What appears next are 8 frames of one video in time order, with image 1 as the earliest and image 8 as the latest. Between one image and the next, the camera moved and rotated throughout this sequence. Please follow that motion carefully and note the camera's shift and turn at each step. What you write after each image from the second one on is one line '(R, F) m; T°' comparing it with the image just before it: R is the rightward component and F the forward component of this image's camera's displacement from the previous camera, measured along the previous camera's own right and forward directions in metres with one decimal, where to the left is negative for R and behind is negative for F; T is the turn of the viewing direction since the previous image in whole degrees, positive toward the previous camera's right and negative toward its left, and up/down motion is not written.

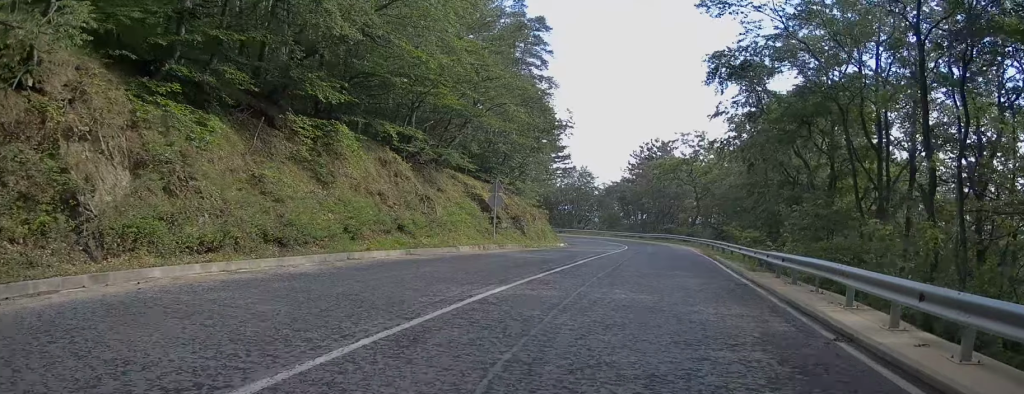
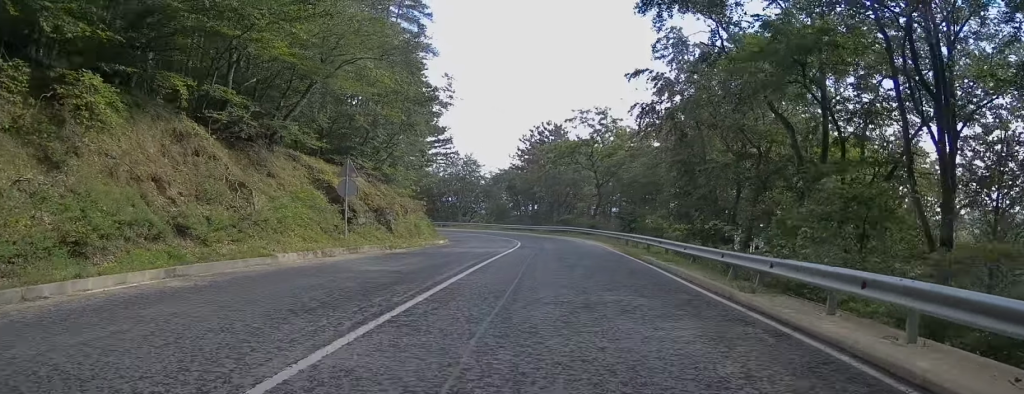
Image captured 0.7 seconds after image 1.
(+0.6, +7.9) m; +6°
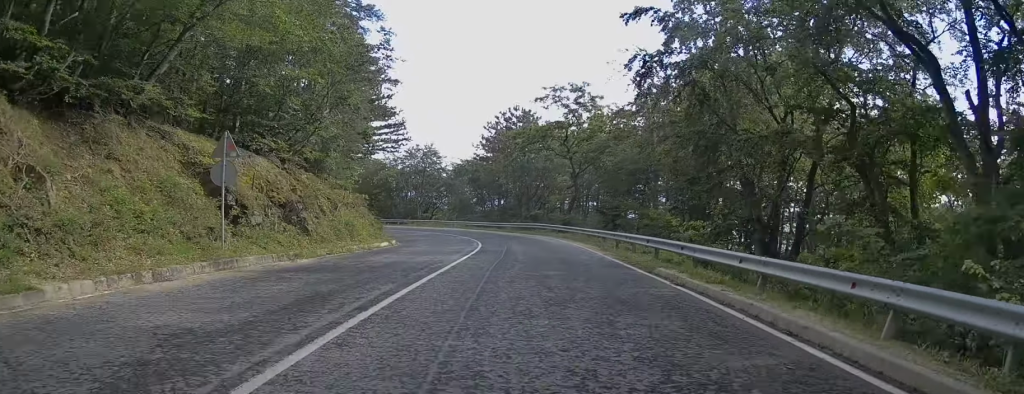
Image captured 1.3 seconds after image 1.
(+0.1, +7.5) m; +2°
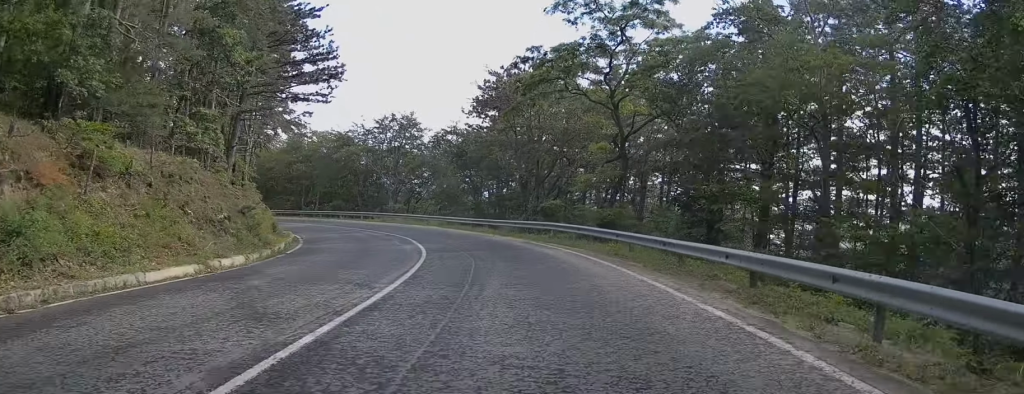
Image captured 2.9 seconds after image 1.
(+0.2, +20.3) m; -3°
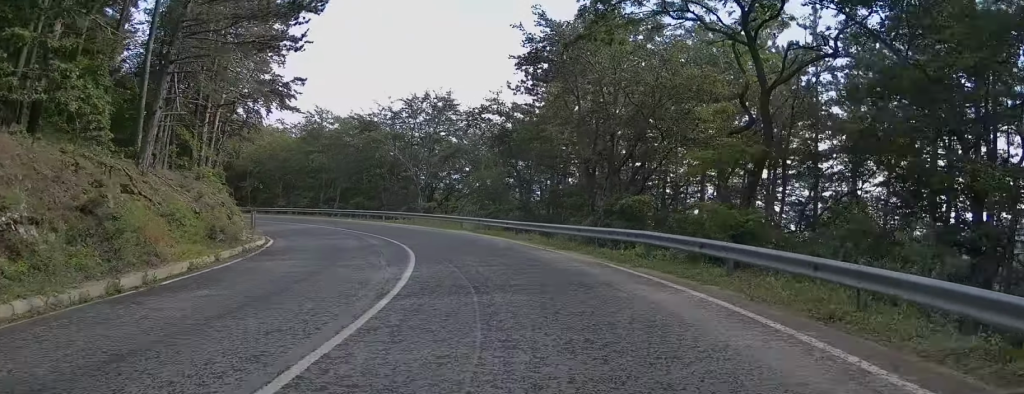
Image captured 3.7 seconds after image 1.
(-0.3, +10.8) m; -5°
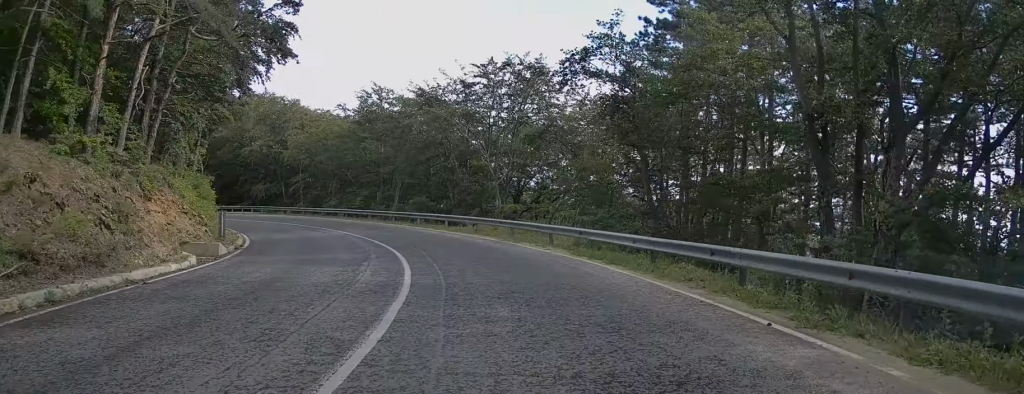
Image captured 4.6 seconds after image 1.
(-0.6, +12.7) m; -8°
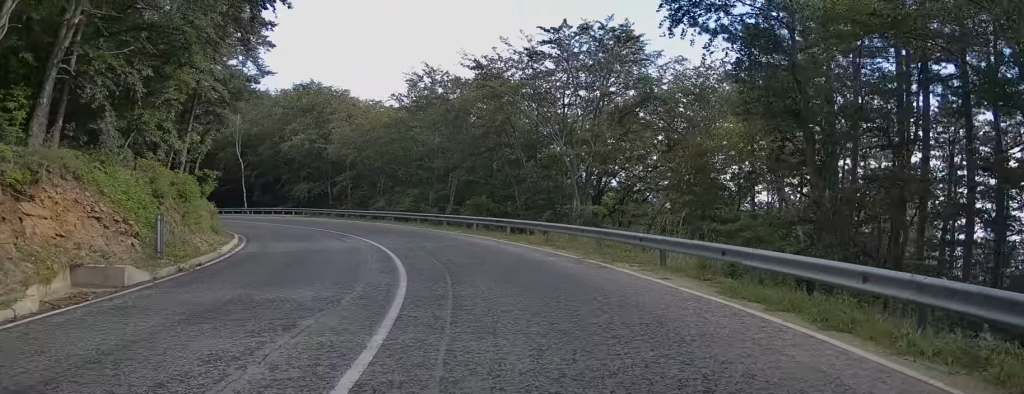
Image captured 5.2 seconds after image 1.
(-0.3, +7.8) m; -6°
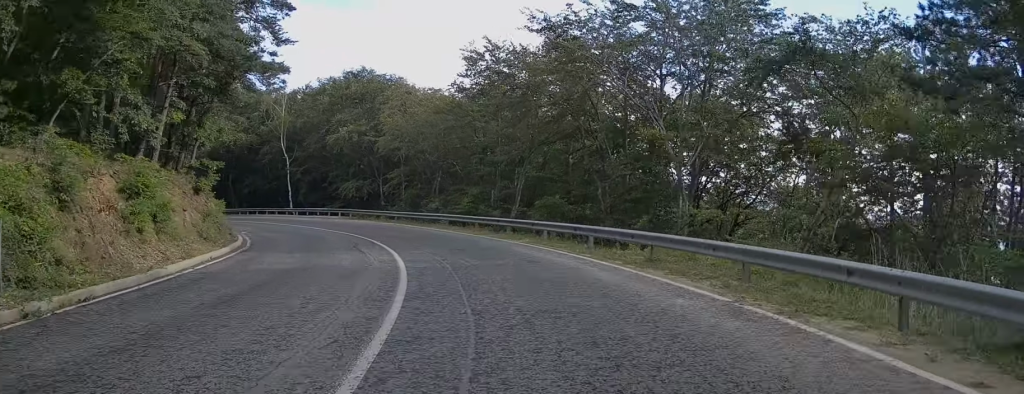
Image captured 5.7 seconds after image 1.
(-0.3, +6.8) m; -6°
